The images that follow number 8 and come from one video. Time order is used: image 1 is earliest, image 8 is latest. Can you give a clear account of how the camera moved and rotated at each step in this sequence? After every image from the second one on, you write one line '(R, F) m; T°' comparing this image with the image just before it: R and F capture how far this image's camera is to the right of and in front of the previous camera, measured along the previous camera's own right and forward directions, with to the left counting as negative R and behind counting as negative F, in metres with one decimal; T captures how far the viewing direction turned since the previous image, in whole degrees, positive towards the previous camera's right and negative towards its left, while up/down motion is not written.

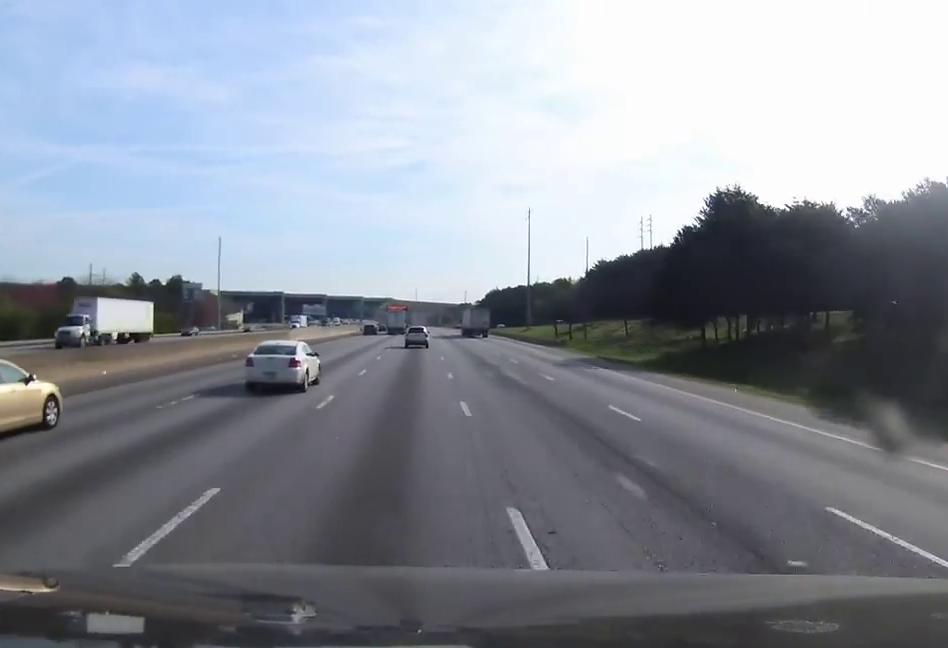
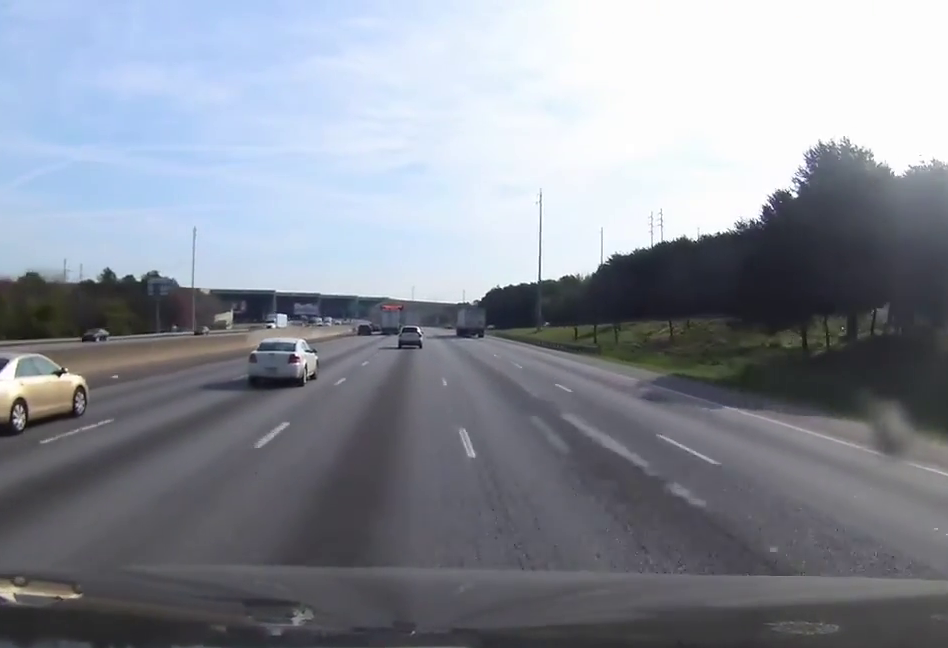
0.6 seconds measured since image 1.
(0.0, +17.4) m; 0°
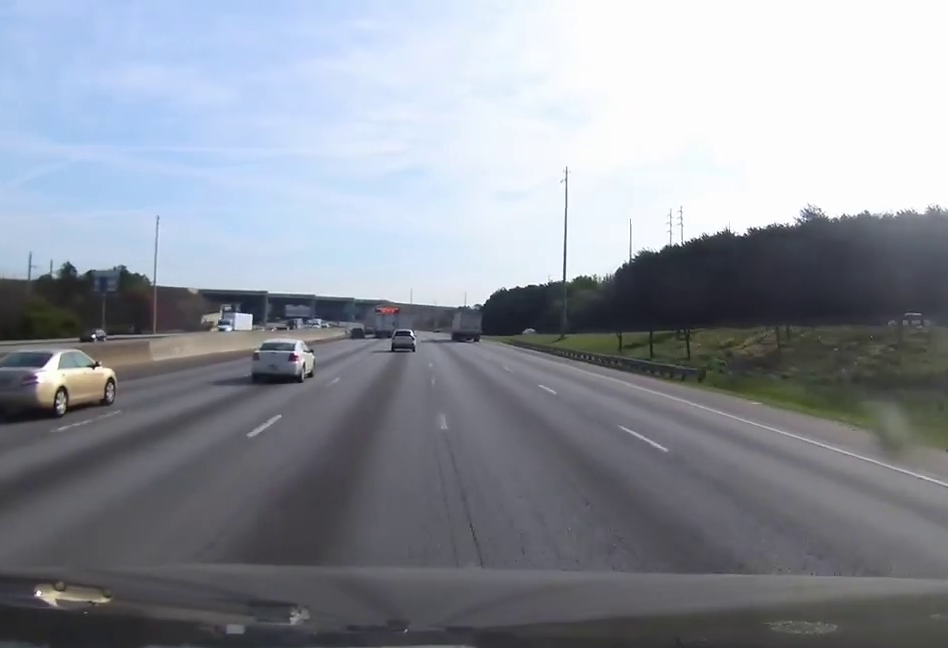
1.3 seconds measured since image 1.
(0.0, +22.5) m; 0°
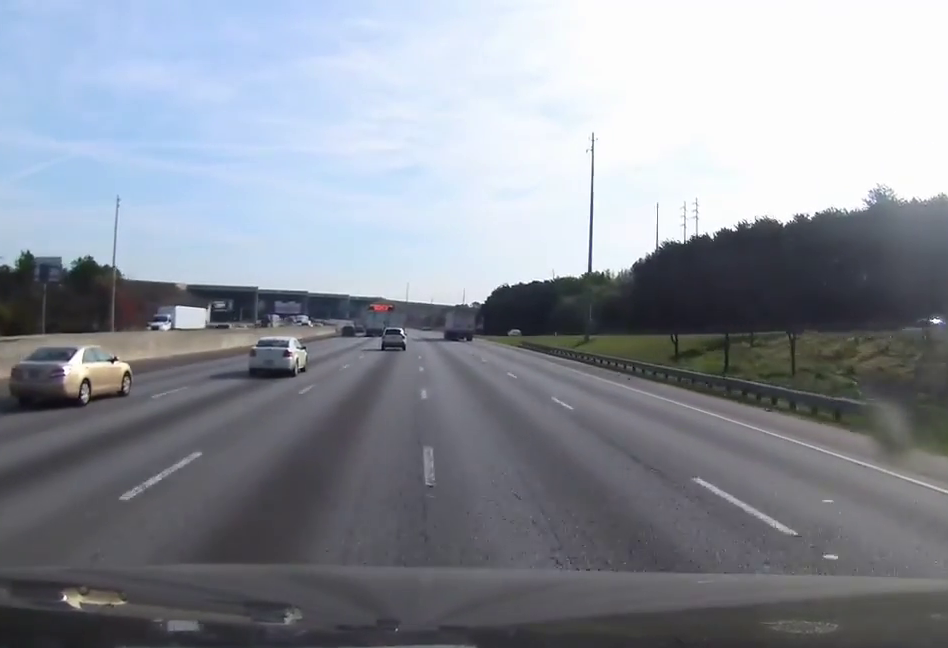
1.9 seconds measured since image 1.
(0.0, +17.3) m; 0°
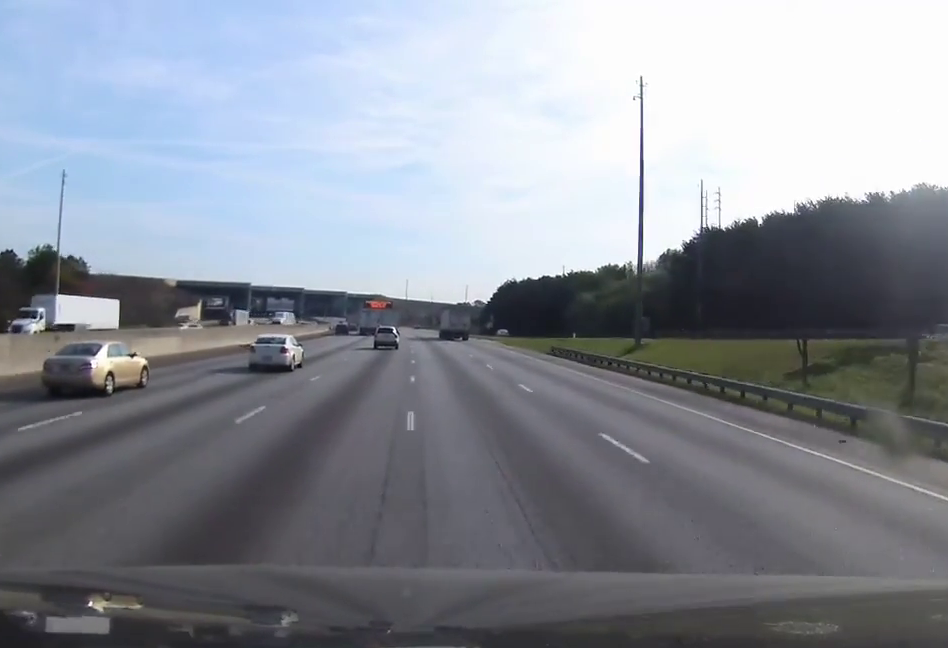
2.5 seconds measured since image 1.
(0.0, +19.3) m; 0°
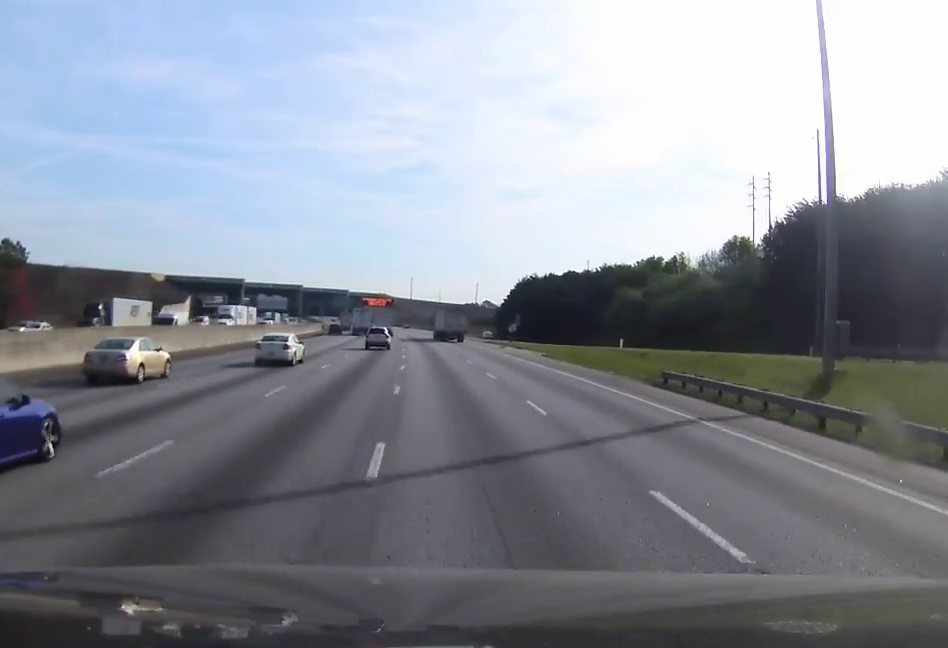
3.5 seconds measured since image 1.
(0.0, +29.4) m; 0°
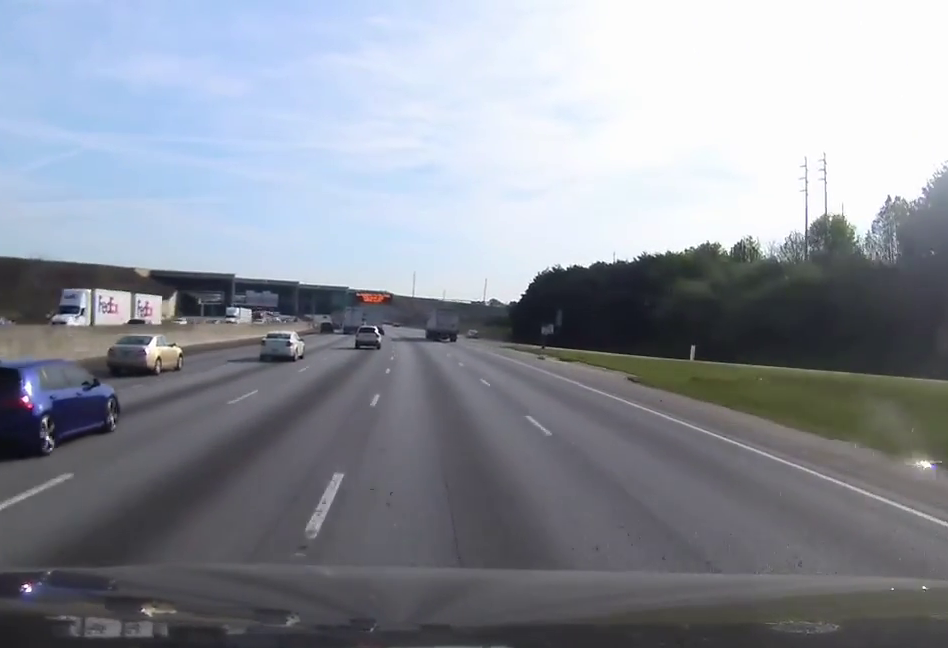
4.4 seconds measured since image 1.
(0.0, +27.4) m; 0°
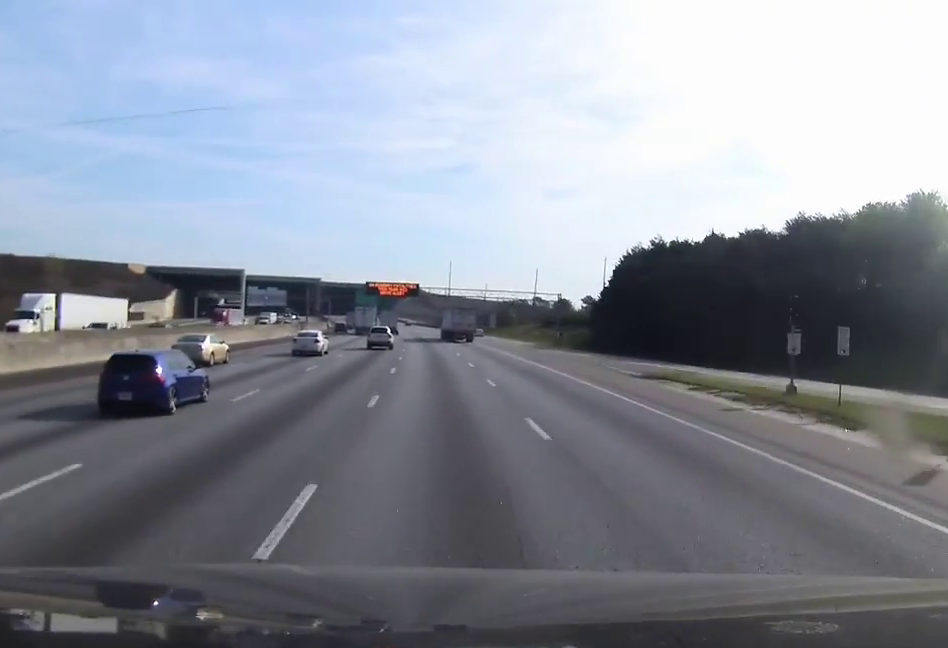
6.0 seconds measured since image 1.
(0.0, +48.5) m; 0°
